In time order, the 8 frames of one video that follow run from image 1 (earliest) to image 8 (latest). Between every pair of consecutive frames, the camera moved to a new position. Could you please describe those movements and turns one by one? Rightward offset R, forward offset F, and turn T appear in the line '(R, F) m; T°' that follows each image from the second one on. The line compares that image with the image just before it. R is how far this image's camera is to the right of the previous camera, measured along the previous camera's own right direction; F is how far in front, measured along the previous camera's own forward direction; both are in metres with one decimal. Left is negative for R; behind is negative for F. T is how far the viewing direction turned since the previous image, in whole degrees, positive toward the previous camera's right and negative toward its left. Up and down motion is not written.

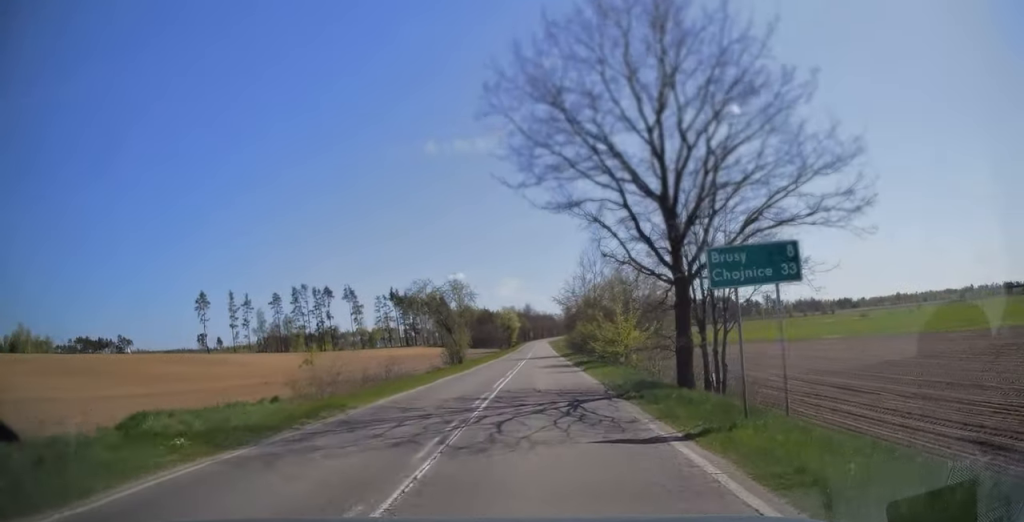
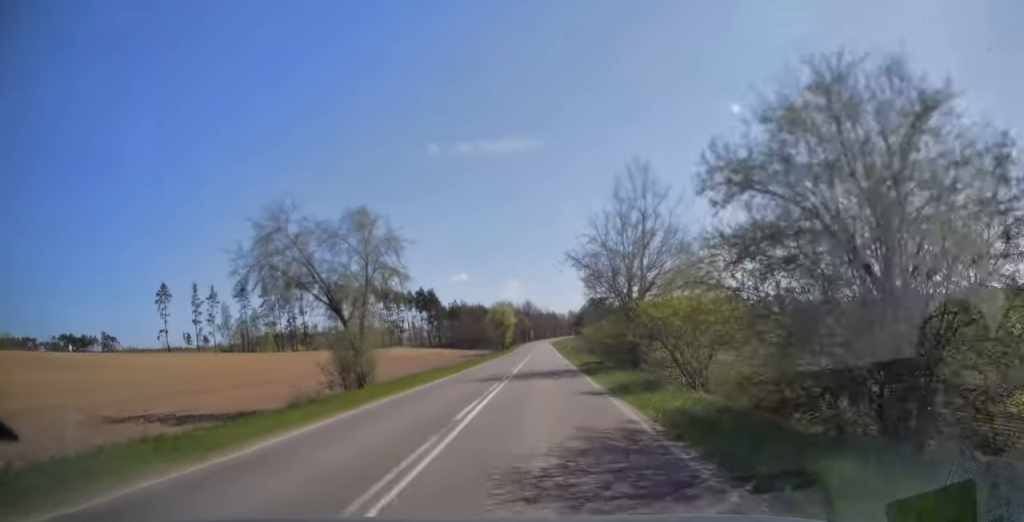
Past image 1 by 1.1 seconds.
(-0.1, +26.5) m; 0°
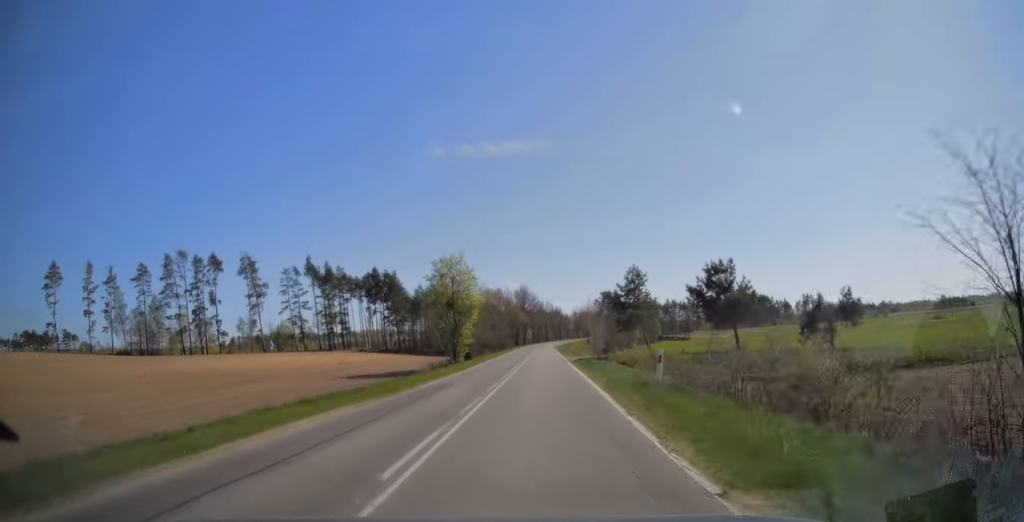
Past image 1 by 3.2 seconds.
(+0.1, +53.9) m; 0°
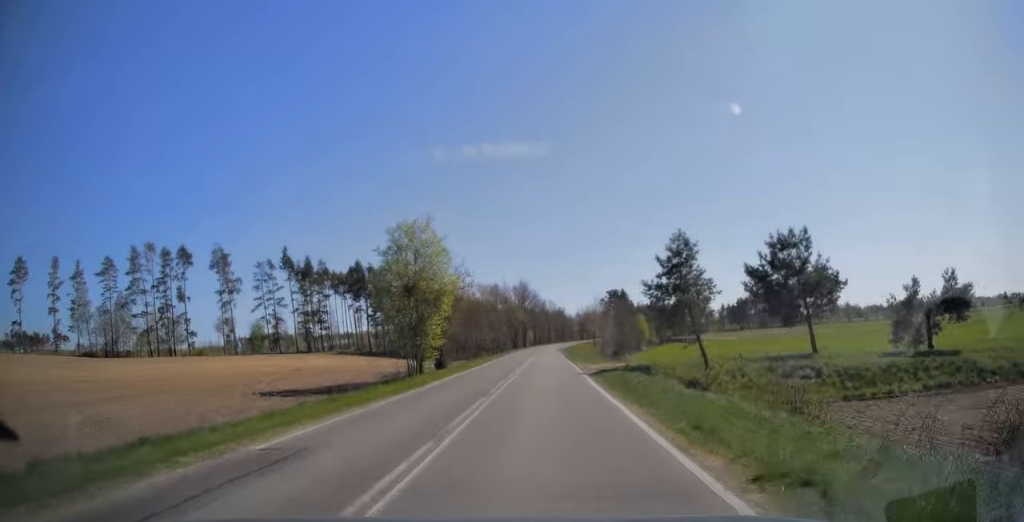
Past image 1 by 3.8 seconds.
(-0.1, +14.0) m; 0°
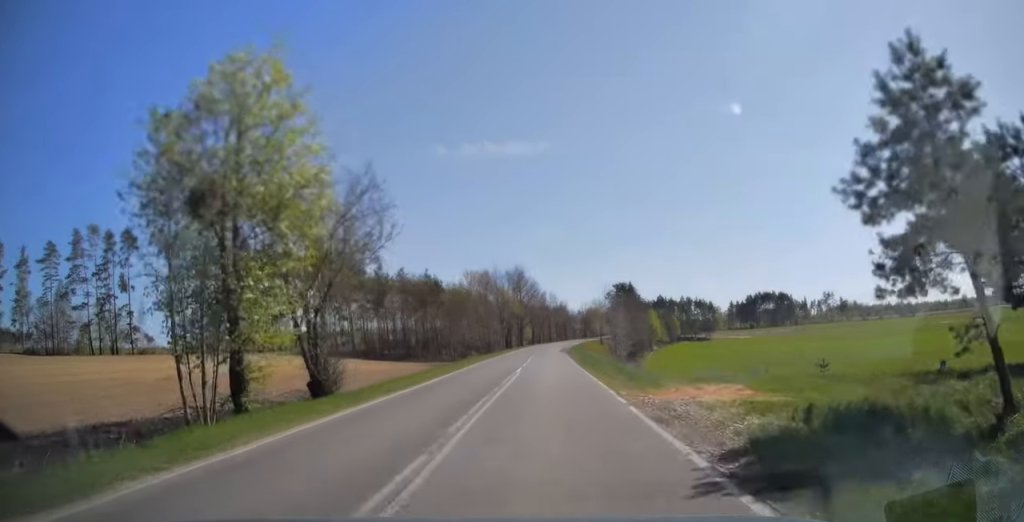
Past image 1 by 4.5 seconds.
(0.0, +19.6) m; 0°
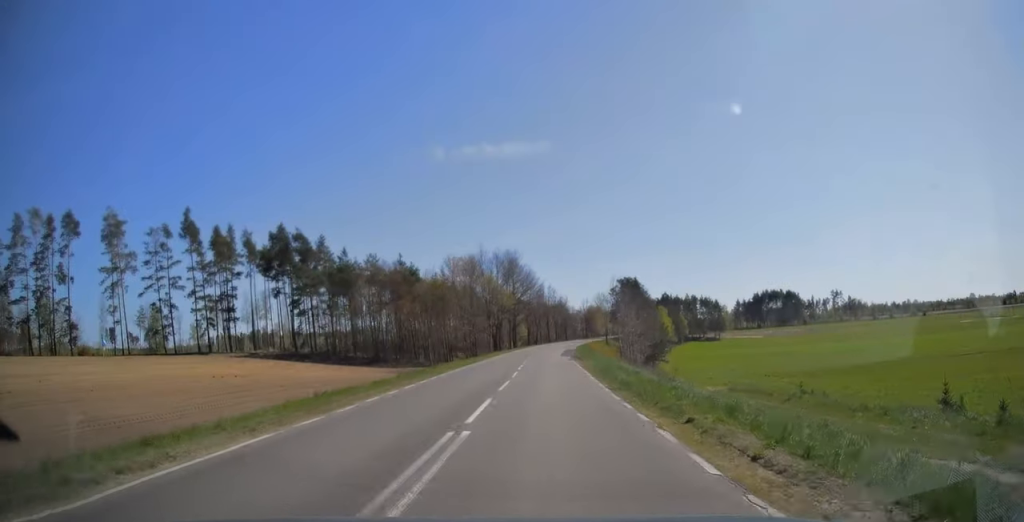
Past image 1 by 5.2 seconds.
(0.0, +16.6) m; 0°
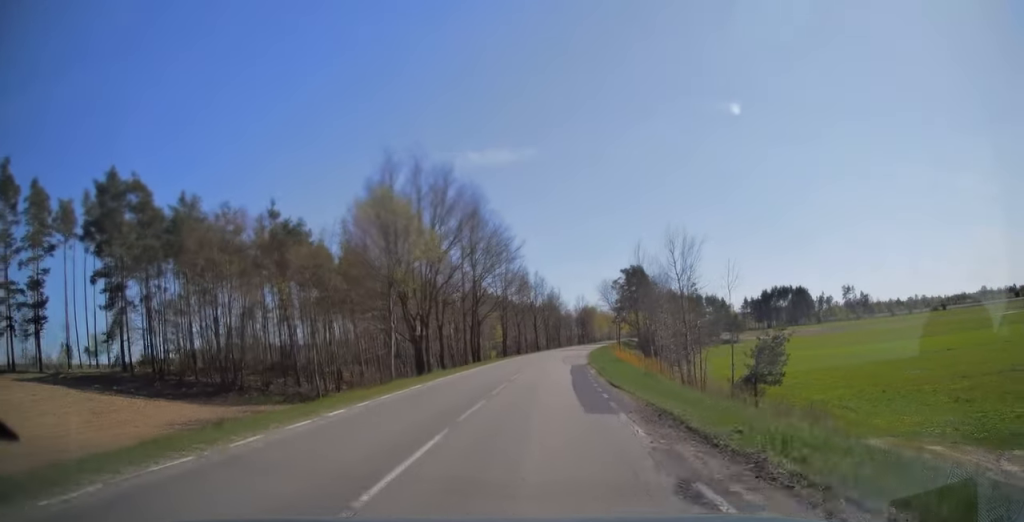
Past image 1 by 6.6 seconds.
(+0.3, +36.1) m; +1°
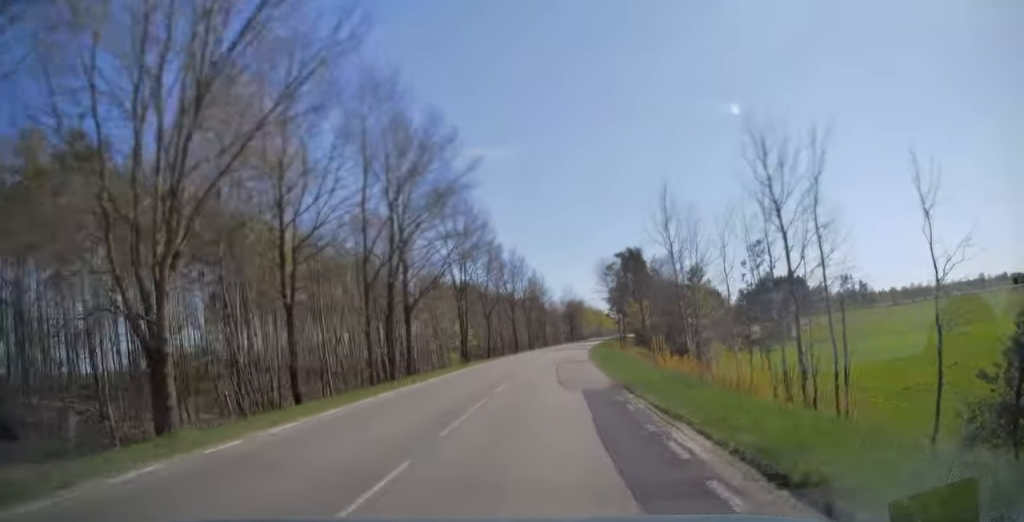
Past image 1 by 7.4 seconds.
(+0.2, +20.8) m; +2°
